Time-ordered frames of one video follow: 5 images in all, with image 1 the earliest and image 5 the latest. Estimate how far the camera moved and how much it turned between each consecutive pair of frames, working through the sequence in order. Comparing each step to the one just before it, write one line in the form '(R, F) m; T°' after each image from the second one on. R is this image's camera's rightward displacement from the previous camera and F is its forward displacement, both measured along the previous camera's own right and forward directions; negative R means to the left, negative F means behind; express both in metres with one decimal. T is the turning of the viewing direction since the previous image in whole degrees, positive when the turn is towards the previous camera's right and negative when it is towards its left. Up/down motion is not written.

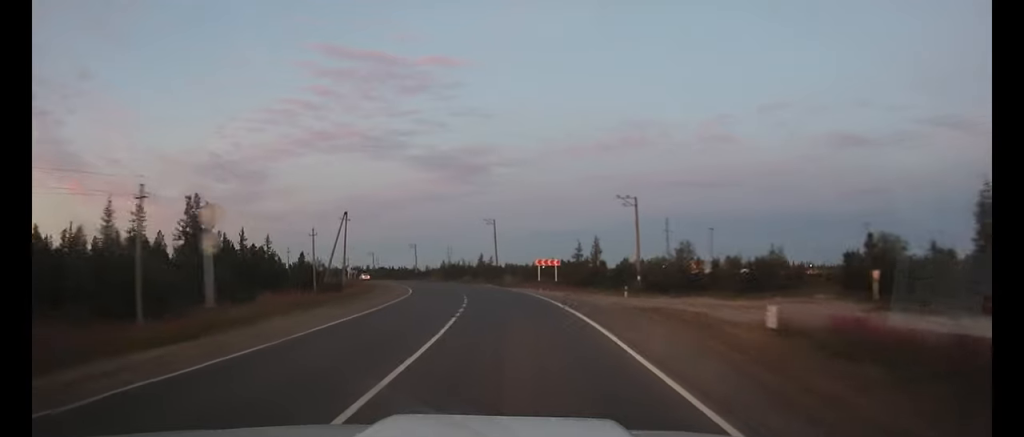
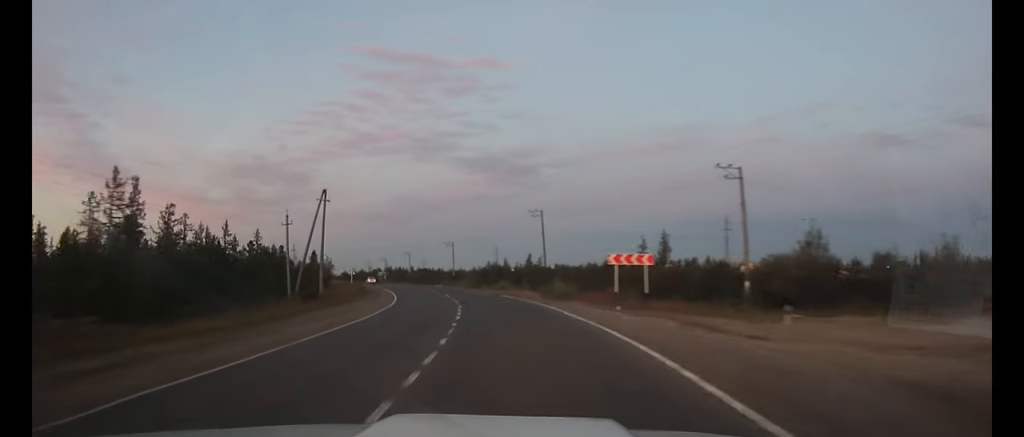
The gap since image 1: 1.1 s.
(-0.8, +20.9) m; -5°
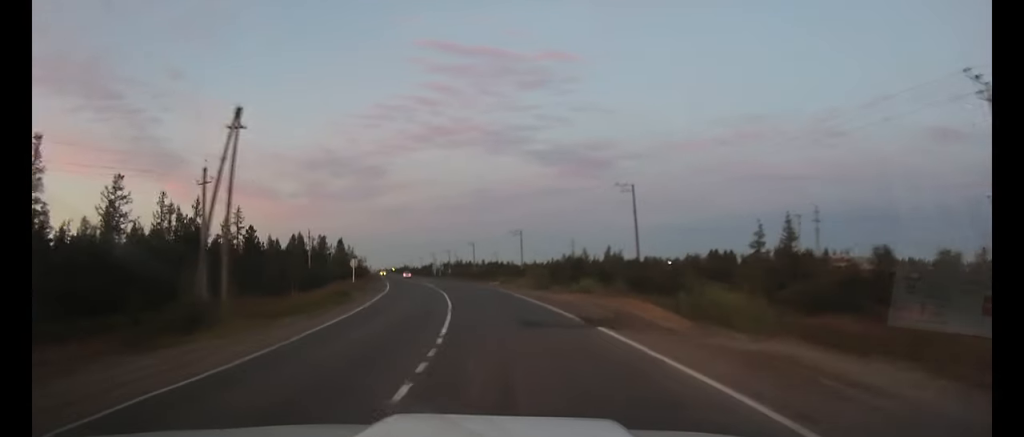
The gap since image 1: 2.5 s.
(-1.5, +24.7) m; -7°
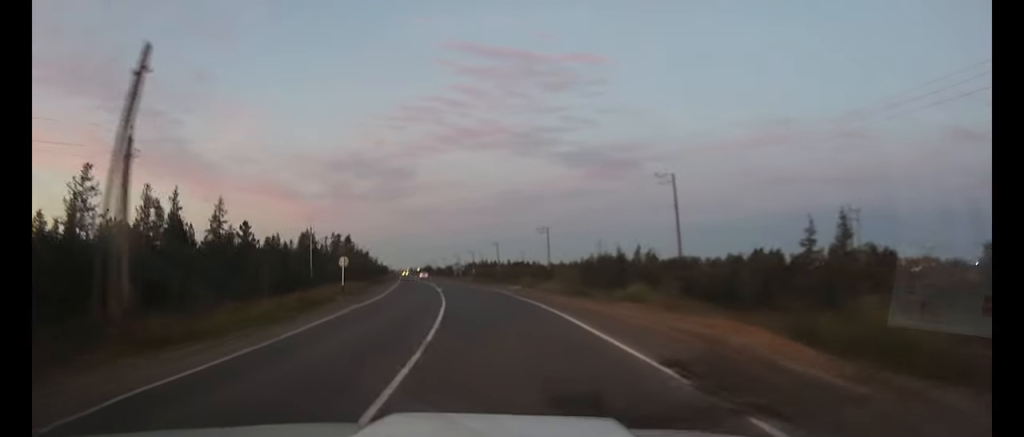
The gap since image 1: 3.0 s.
(-0.1, +9.0) m; -3°
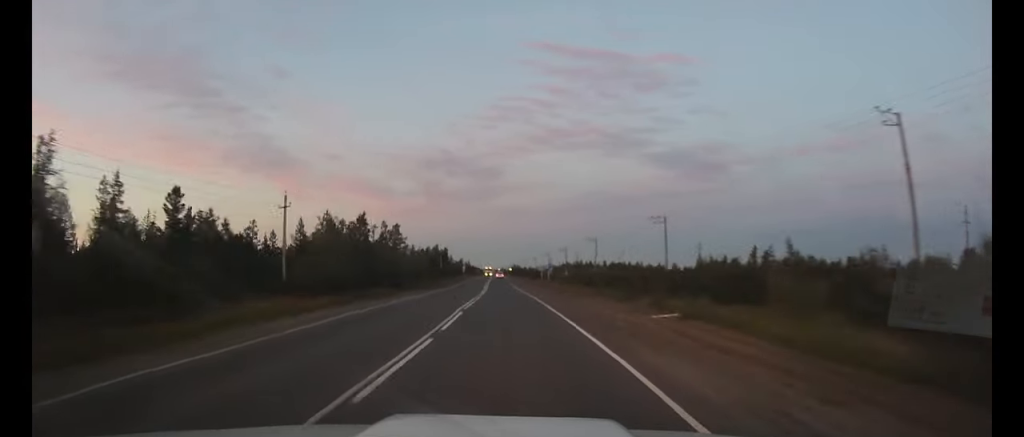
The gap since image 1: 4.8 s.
(-2.6, +32.1) m; -8°
